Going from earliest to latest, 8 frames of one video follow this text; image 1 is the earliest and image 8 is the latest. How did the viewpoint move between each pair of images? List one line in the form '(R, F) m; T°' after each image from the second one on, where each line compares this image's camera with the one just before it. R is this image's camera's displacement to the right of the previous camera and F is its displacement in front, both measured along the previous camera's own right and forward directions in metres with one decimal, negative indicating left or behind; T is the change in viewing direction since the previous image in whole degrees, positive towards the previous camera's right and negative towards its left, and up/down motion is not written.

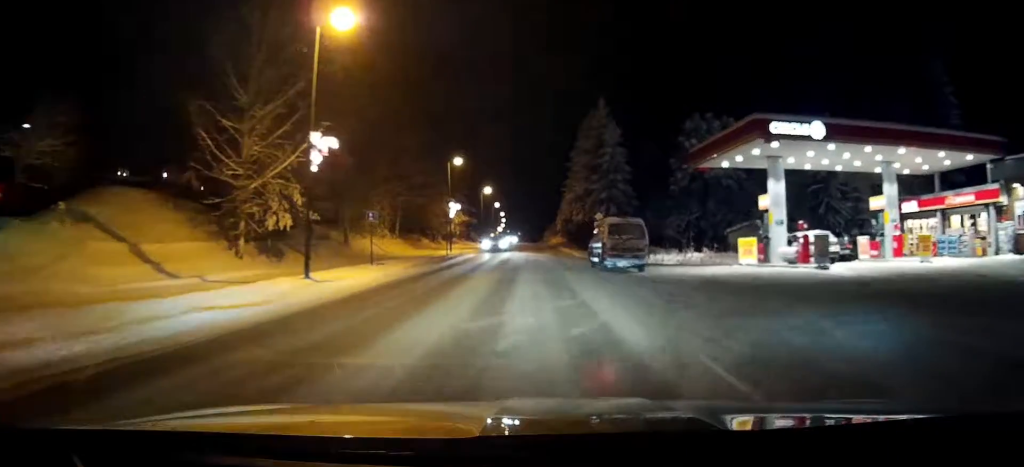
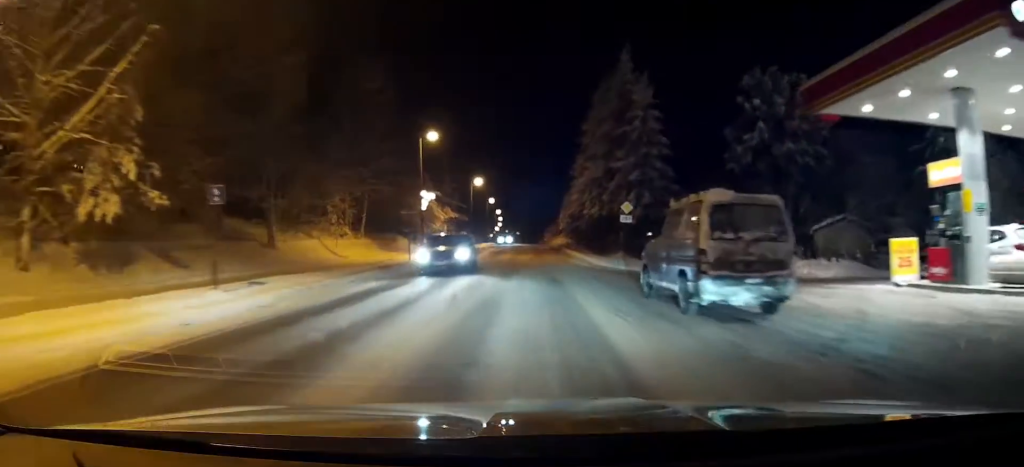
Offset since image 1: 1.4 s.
(+0.2, +12.7) m; +1°
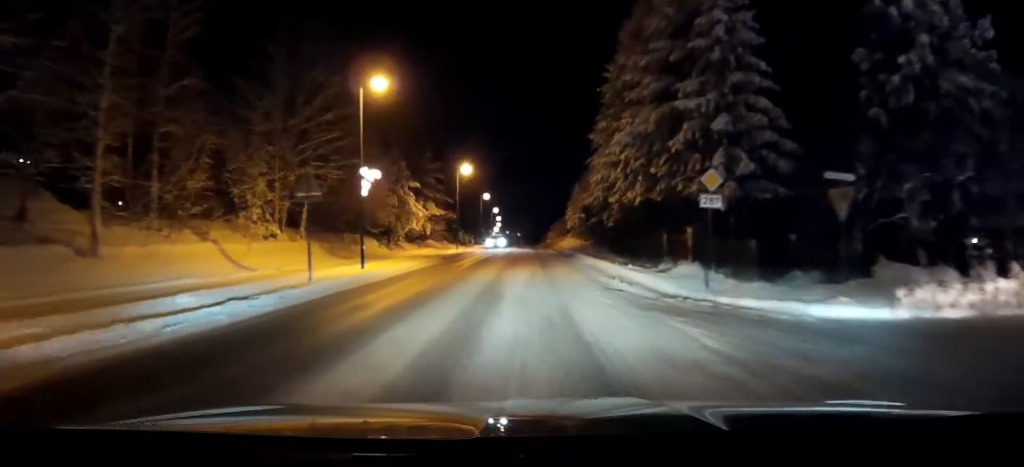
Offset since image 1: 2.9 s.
(-0.2, +14.4) m; -2°
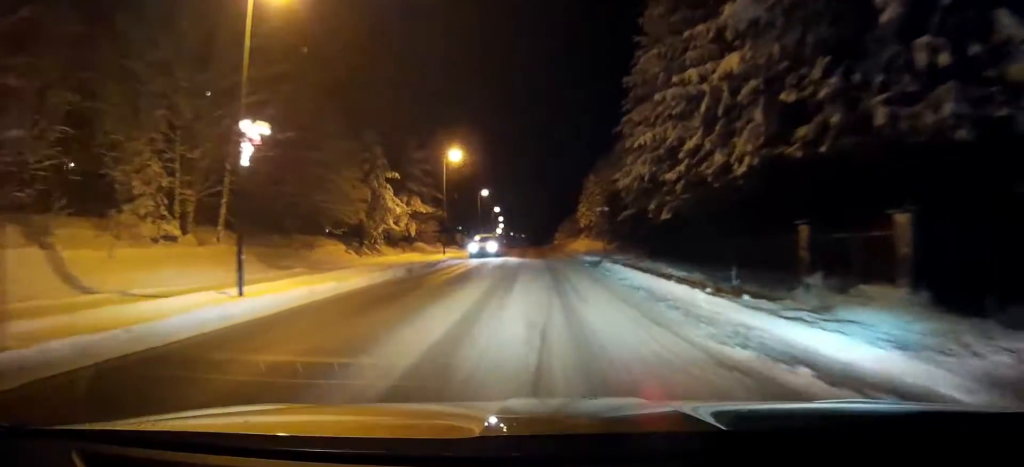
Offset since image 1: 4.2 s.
(-0.2, +11.7) m; 0°
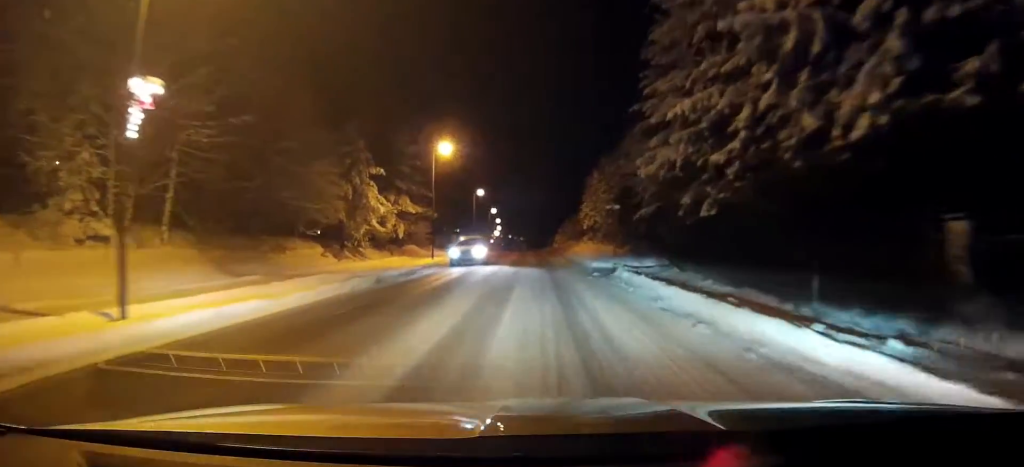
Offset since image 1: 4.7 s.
(0.0, +4.7) m; 0°
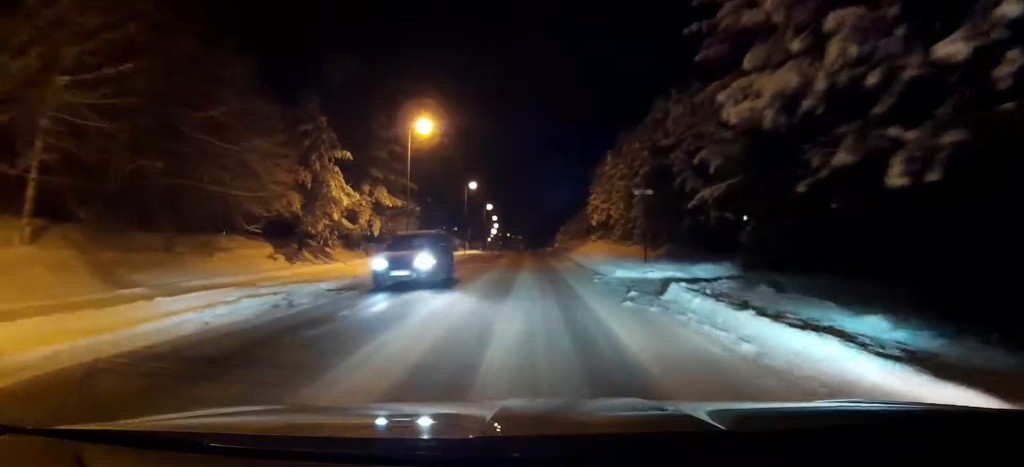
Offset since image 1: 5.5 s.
(+0.1, +8.2) m; 0°
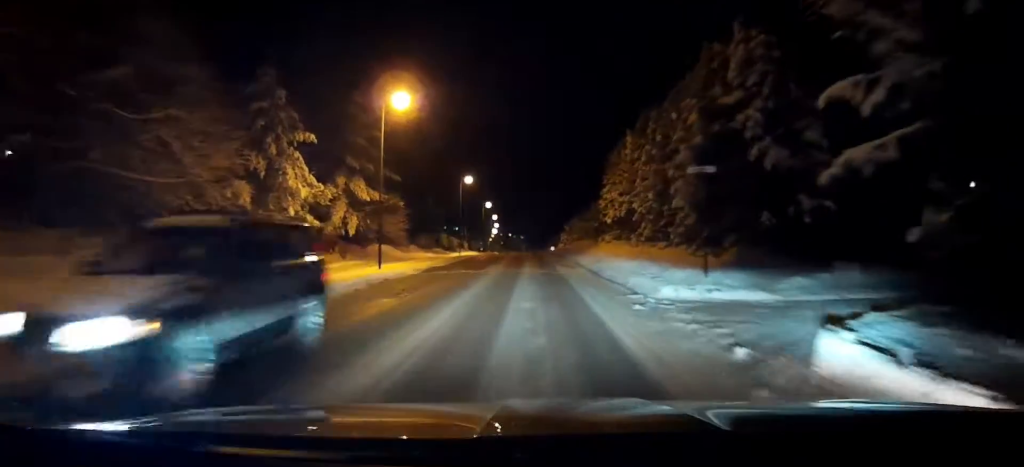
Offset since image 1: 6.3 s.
(-0.1, +7.0) m; 0°
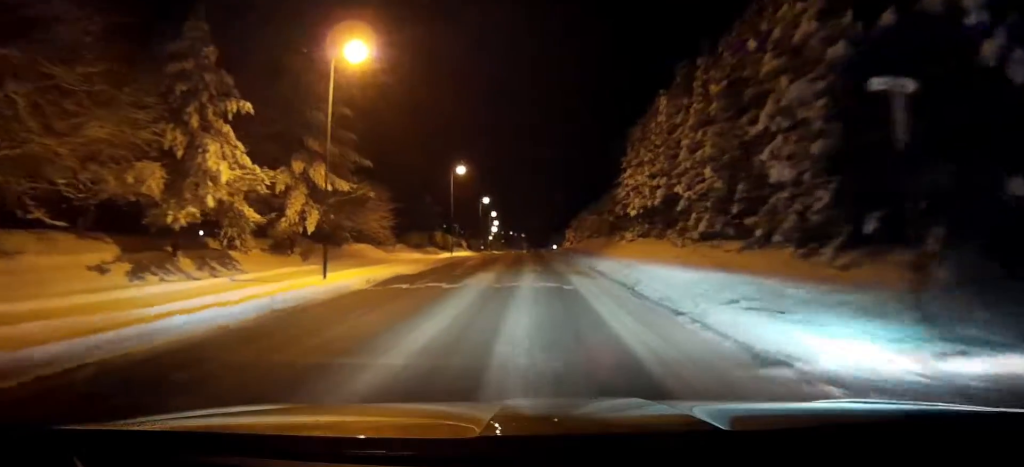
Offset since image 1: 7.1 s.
(+0.1, +7.9) m; +1°
